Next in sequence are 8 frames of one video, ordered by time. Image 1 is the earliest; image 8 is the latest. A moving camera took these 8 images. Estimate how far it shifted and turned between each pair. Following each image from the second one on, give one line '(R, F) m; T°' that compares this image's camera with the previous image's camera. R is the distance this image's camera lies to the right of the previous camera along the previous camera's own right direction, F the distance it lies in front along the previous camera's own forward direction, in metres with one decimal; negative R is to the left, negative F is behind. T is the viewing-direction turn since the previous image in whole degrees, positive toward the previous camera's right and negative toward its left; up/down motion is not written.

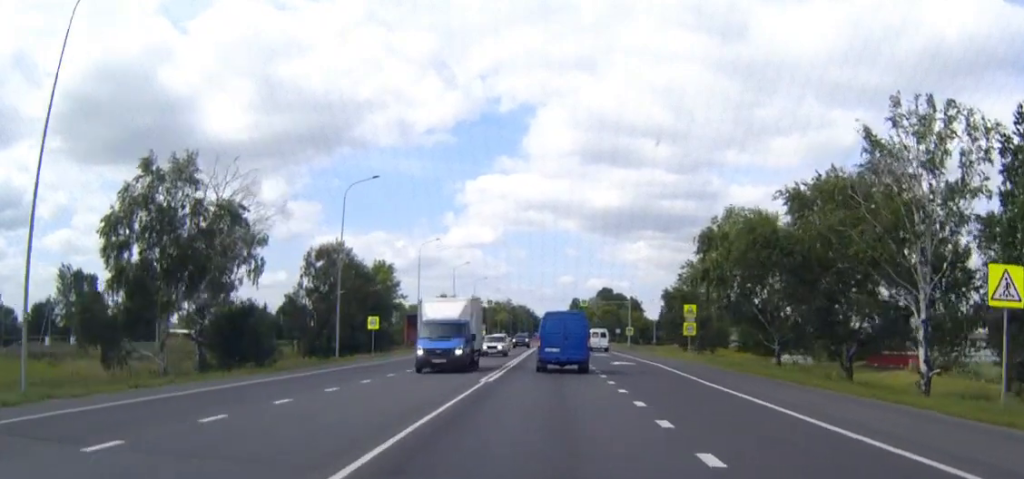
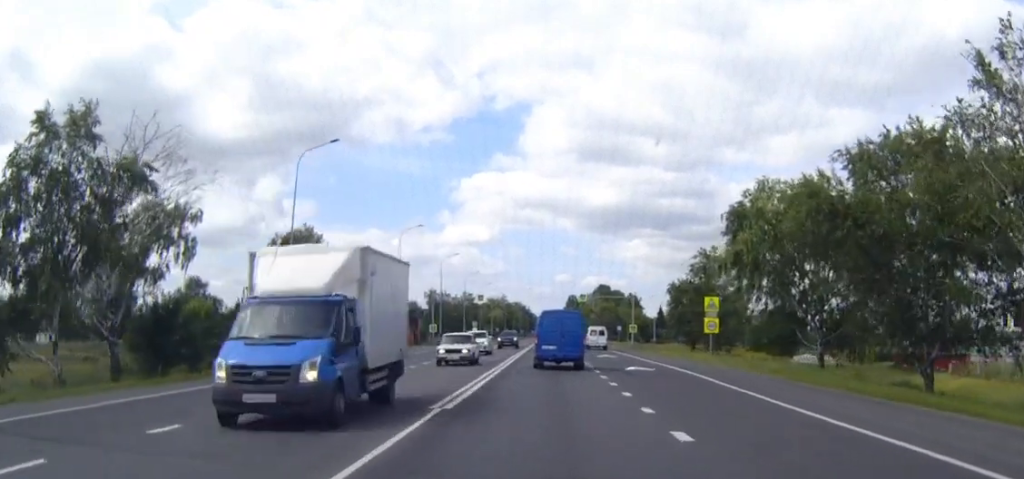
(0.0, +9.9) m; 0°
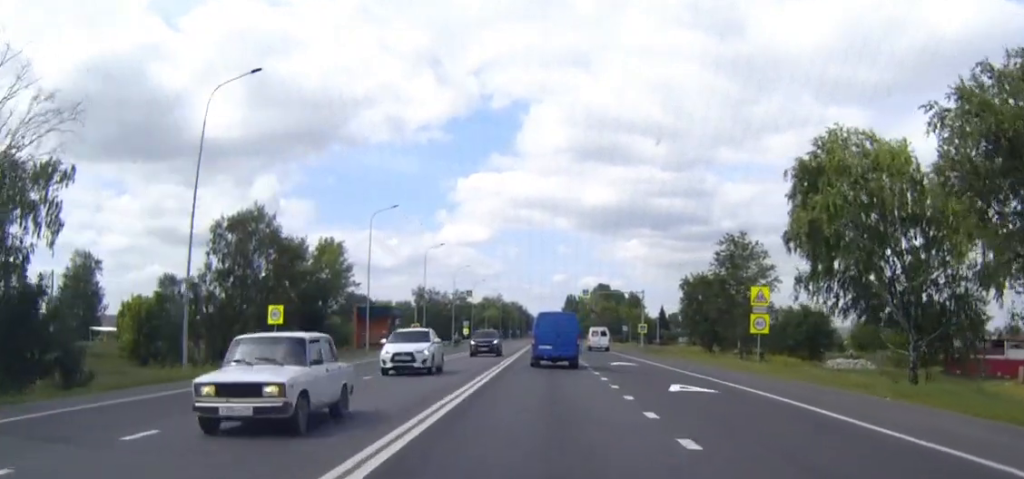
(+0.1, +12.9) m; 0°
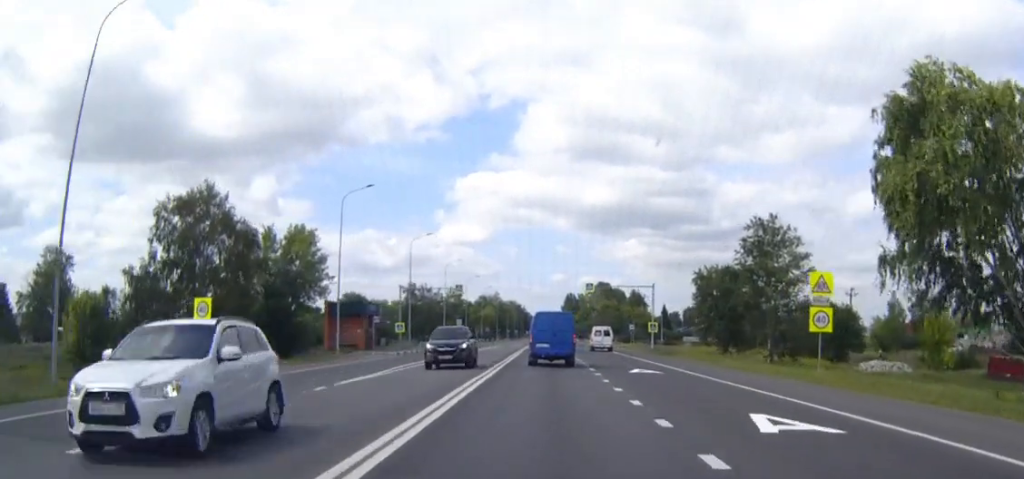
(0.0, +9.5) m; 0°
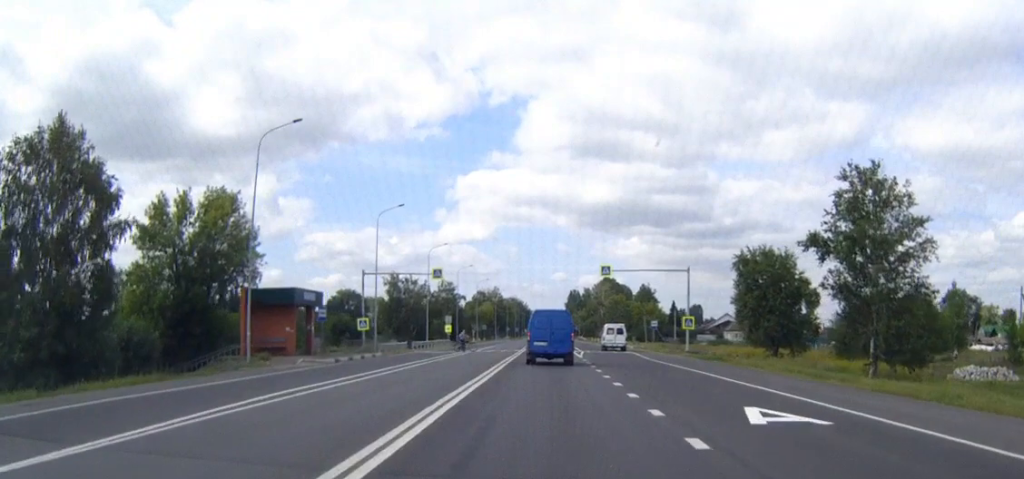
(0.0, +19.3) m; 0°
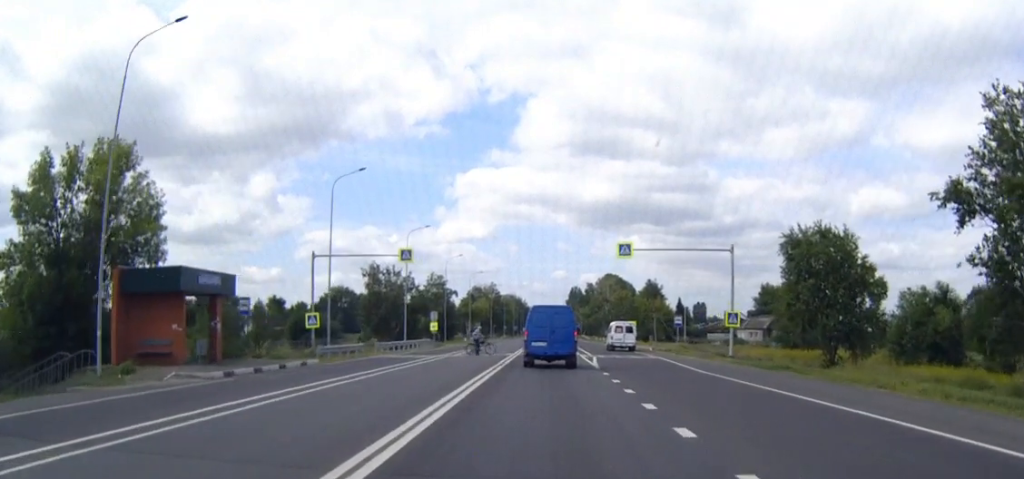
(0.0, +16.2) m; 0°
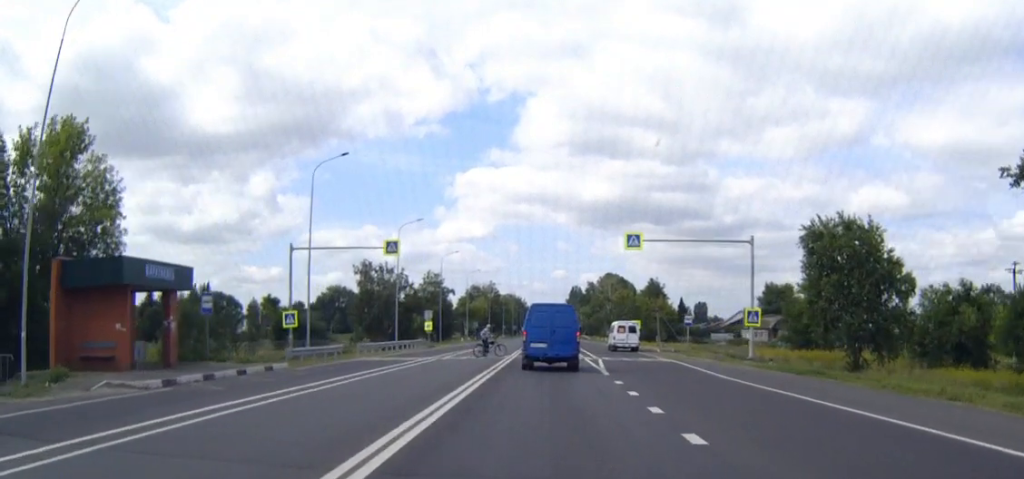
(0.0, +5.3) m; 0°
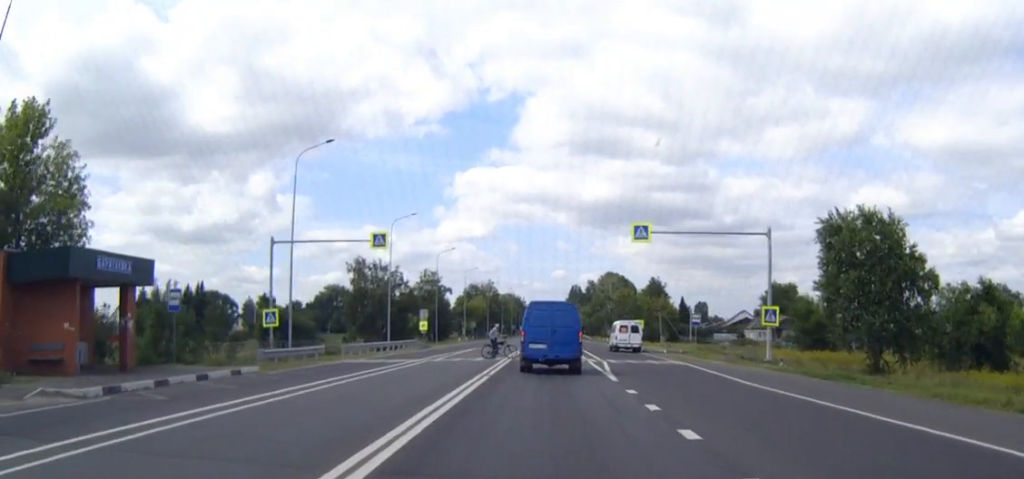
(0.0, +4.1) m; 0°
